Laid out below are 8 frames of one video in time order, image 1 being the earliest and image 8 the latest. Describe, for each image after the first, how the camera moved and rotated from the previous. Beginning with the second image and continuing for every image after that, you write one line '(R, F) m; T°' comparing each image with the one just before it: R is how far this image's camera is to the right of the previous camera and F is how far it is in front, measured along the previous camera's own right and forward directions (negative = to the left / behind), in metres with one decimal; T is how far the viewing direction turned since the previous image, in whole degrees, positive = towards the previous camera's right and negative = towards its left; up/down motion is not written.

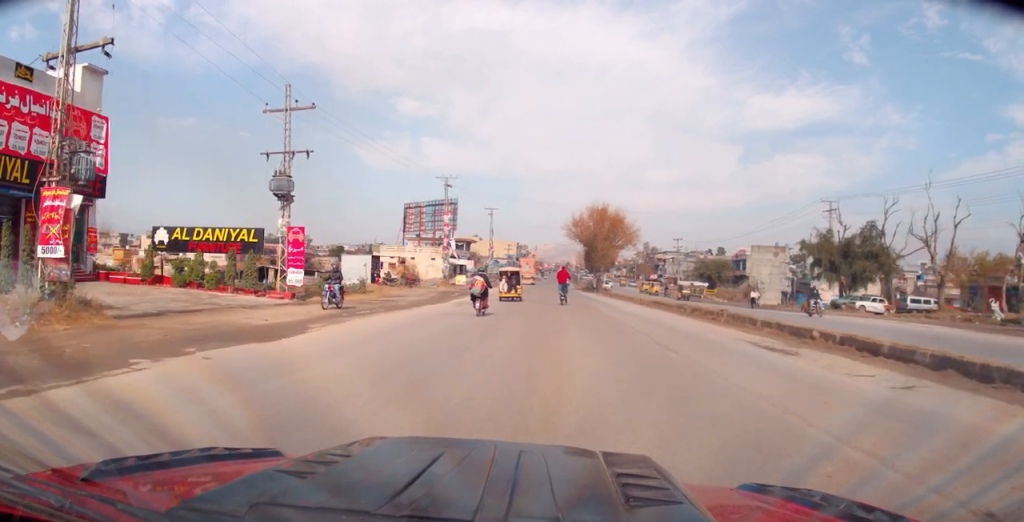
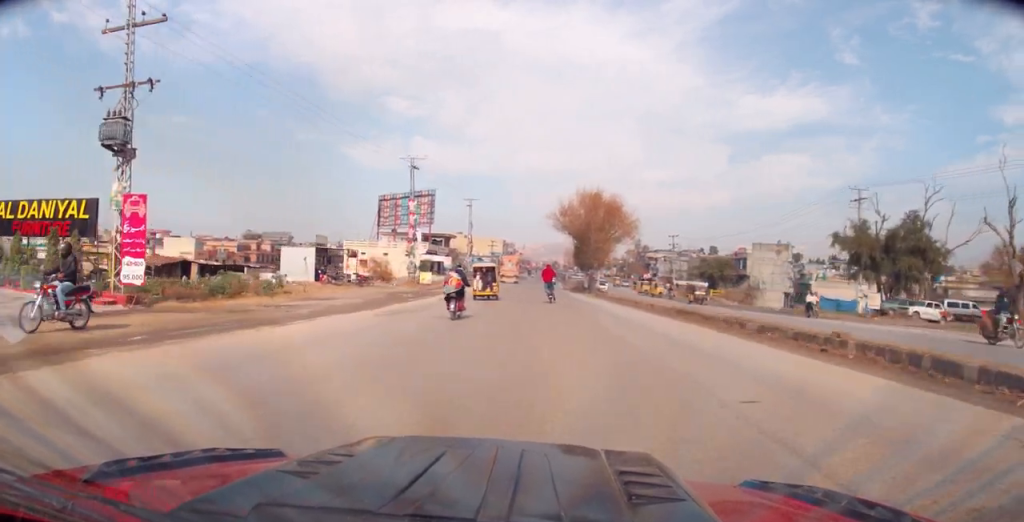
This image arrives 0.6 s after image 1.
(-0.1, +9.5) m; +2°
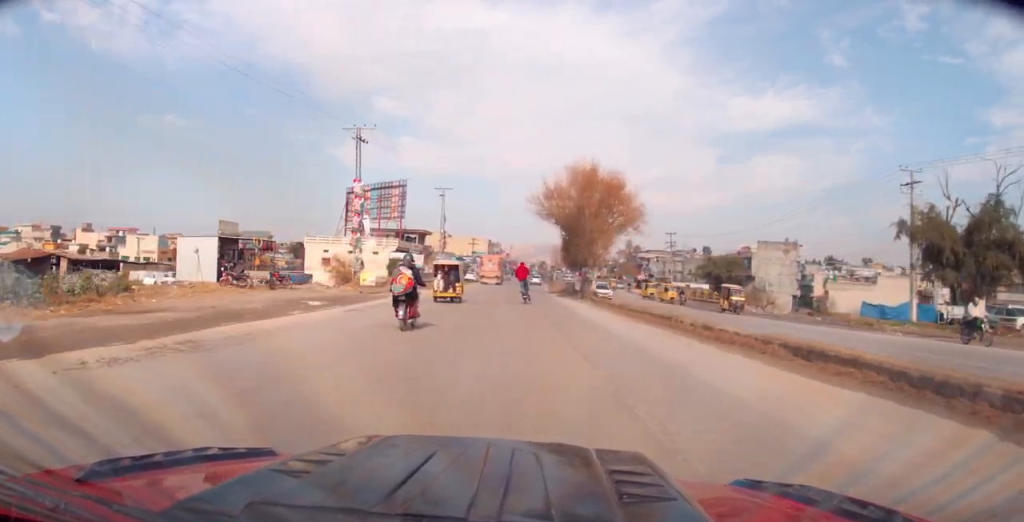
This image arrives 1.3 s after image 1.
(0.0, +11.4) m; +2°
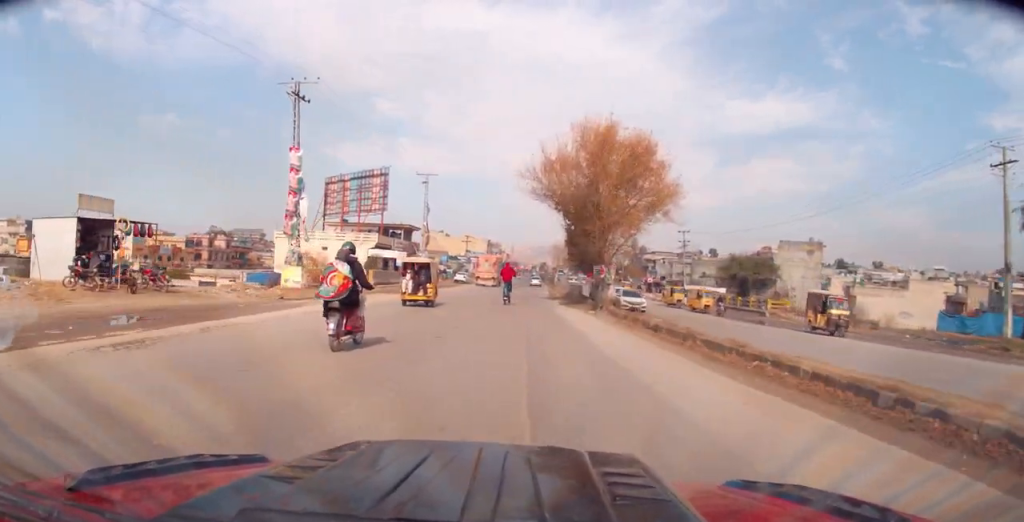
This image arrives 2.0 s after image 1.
(+0.7, +11.2) m; +1°
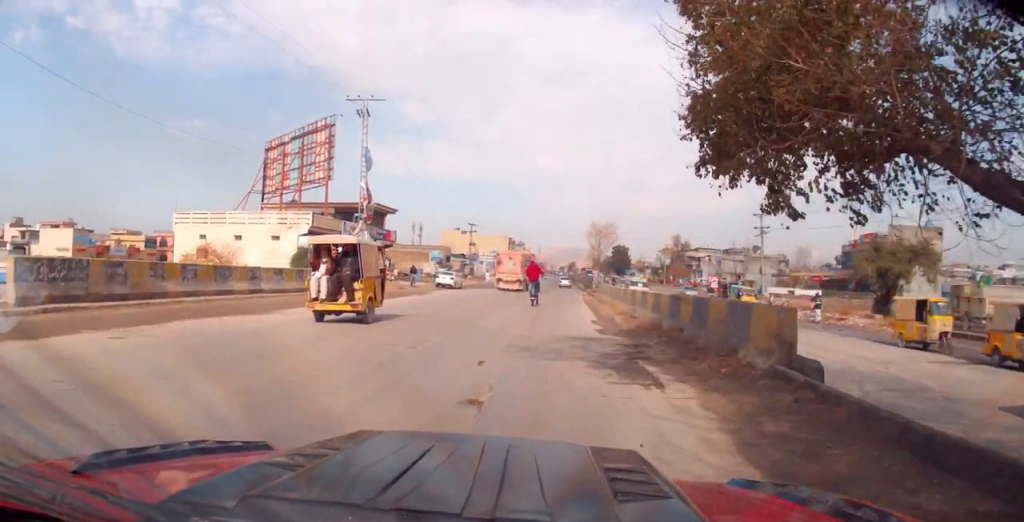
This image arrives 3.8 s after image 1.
(-0.7, +31.8) m; -2°
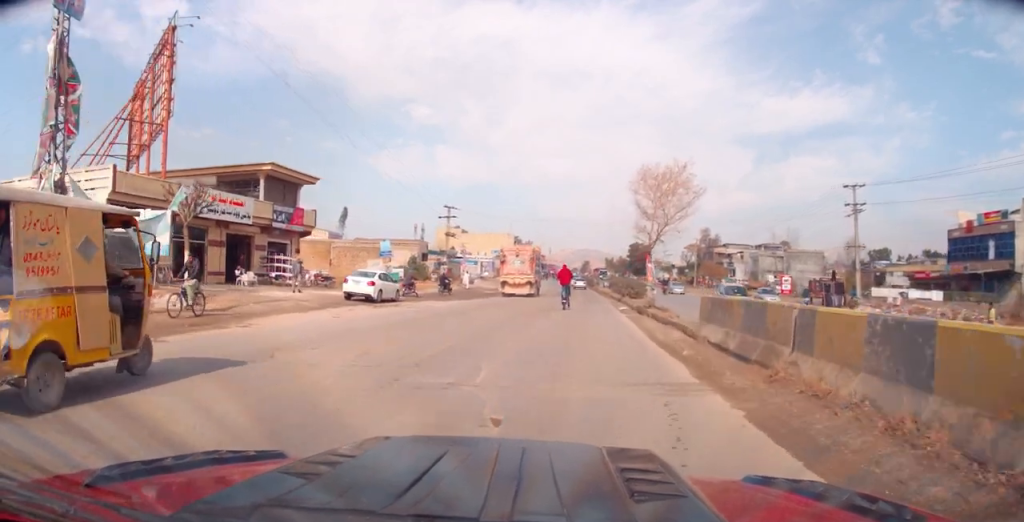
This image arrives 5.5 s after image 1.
(-0.4, +27.8) m; -1°
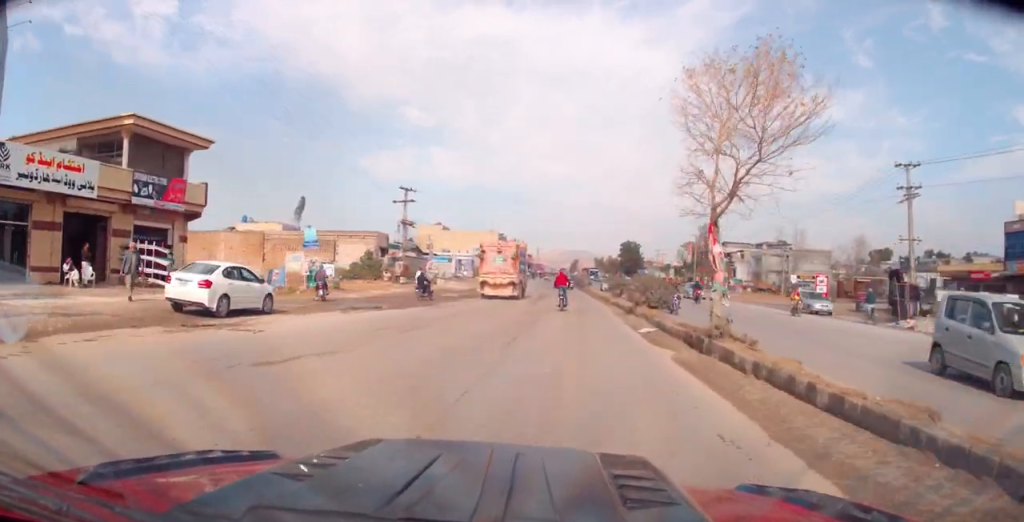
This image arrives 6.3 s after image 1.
(+0.1, +13.3) m; -1°
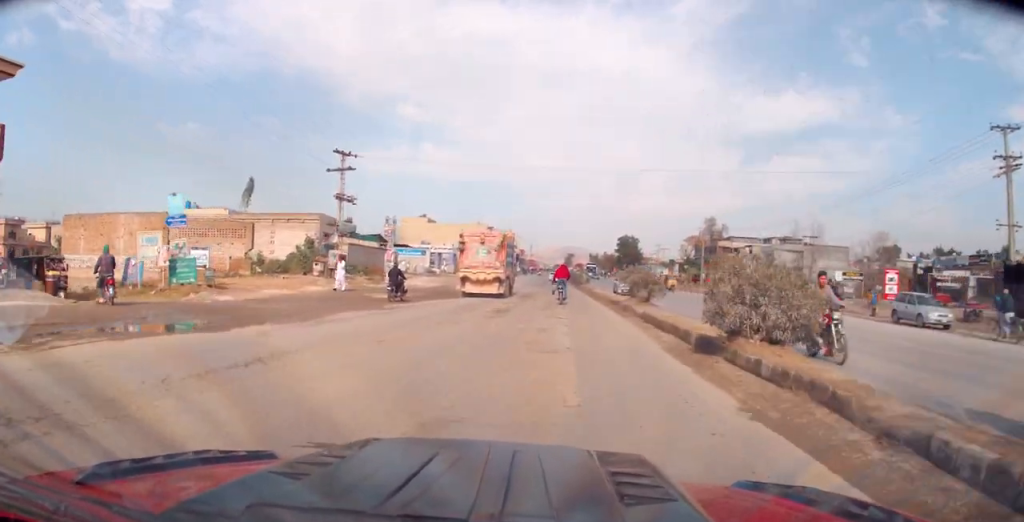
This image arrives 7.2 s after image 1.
(-0.4, +13.9) m; -1°
